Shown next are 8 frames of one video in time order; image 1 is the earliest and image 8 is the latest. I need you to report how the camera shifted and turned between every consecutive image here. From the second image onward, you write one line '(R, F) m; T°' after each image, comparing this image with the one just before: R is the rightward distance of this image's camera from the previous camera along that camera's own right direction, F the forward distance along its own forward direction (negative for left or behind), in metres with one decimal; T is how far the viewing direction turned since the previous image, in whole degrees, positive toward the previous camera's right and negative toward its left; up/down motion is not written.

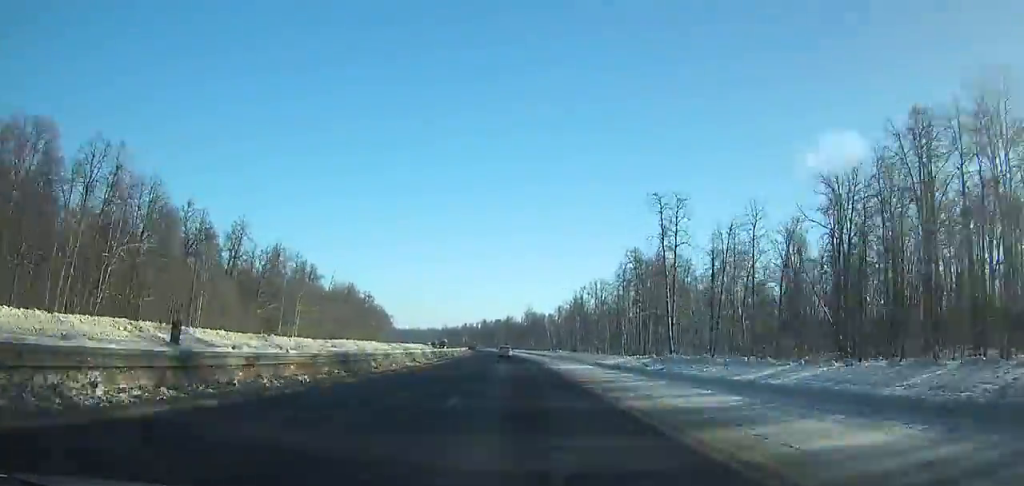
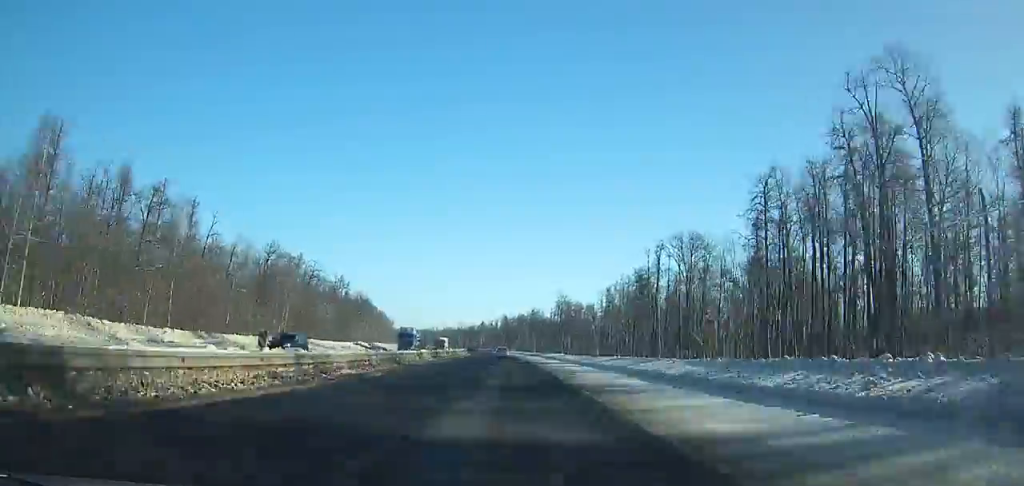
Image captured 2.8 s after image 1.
(-2.0, +80.0) m; -2°
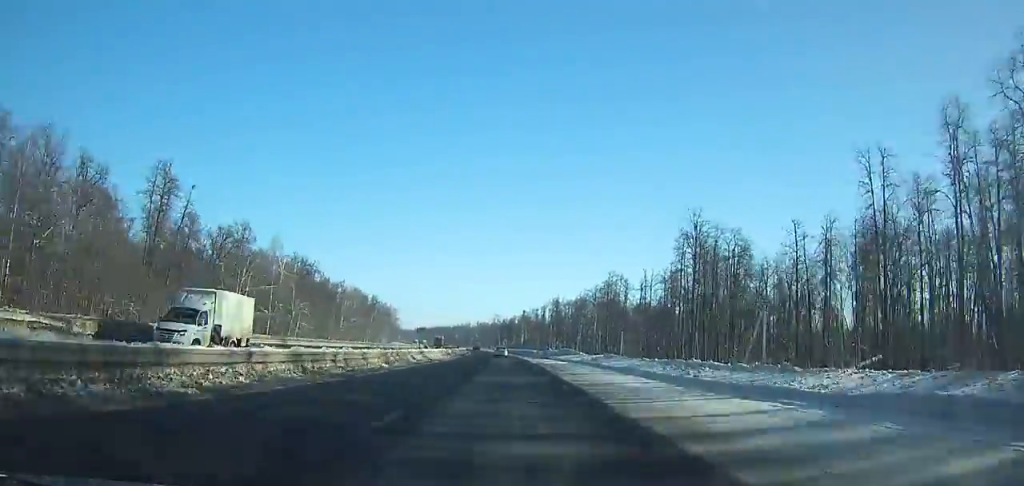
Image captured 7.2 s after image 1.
(-3.6, +129.2) m; -4°
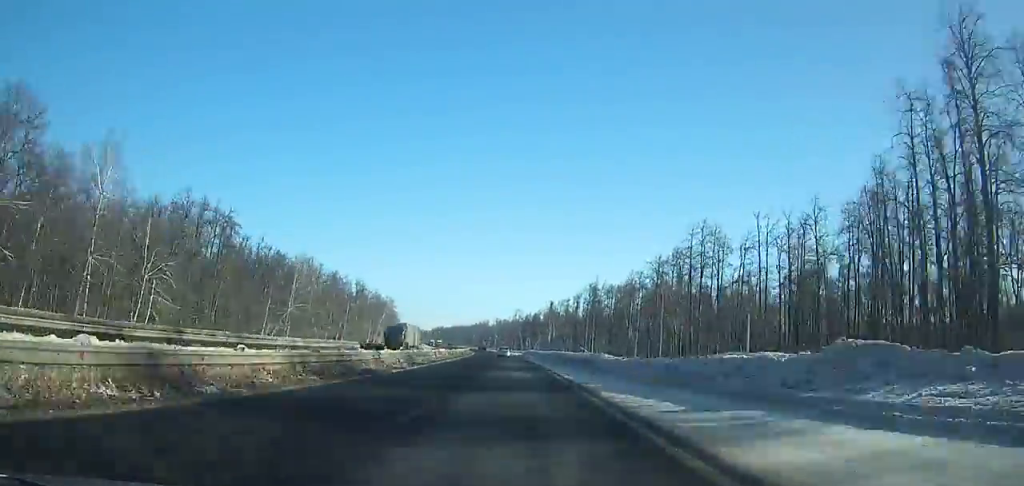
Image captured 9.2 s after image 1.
(-1.3, +59.6) m; -2°
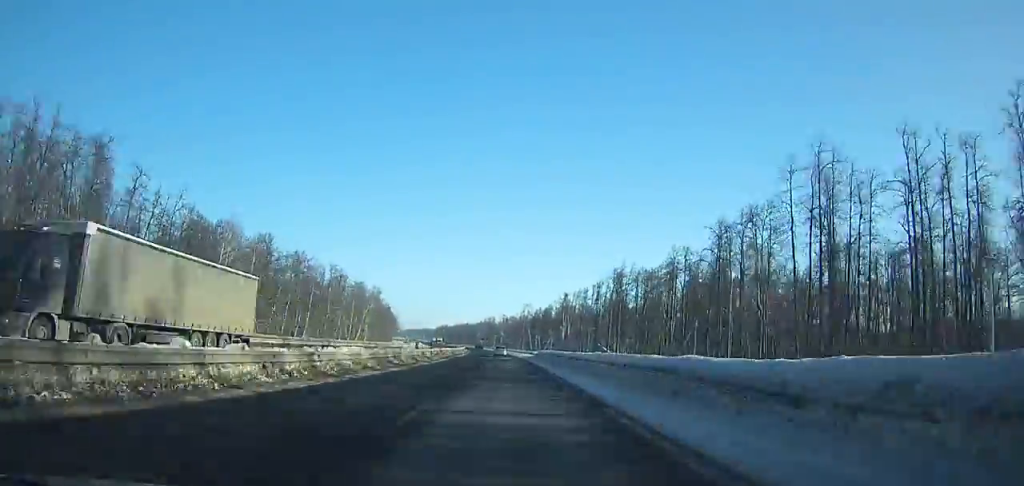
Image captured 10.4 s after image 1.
(-0.4, +36.0) m; -1°
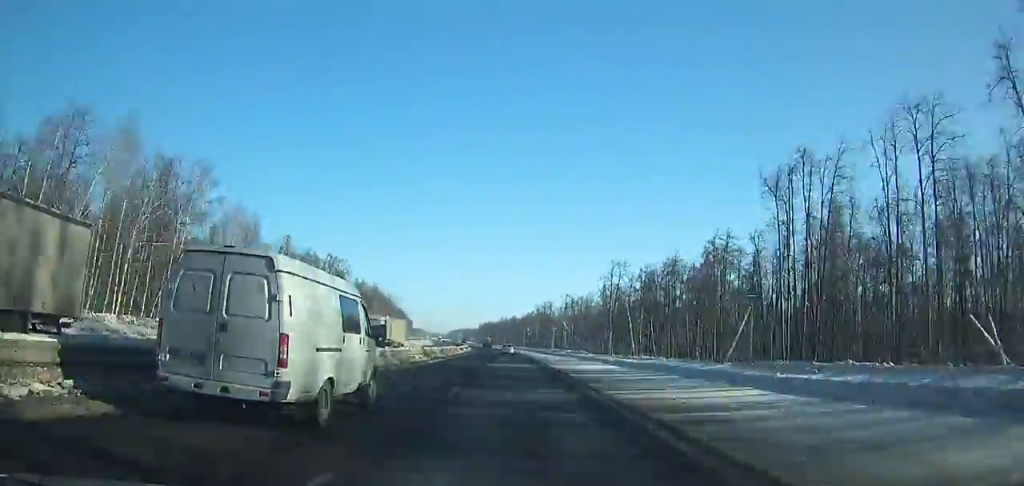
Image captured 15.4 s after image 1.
(-6.4, +149.9) m; -5°
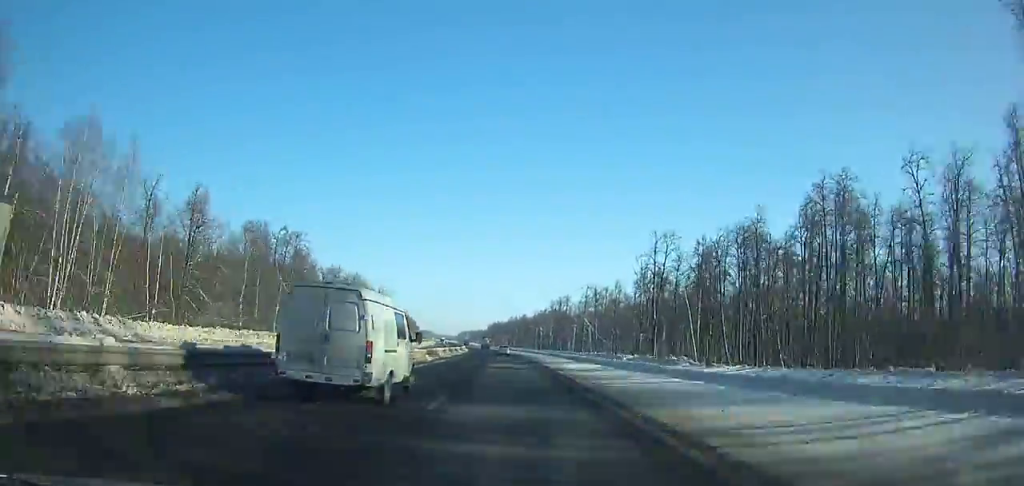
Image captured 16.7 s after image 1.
(0.0, +39.0) m; -2°
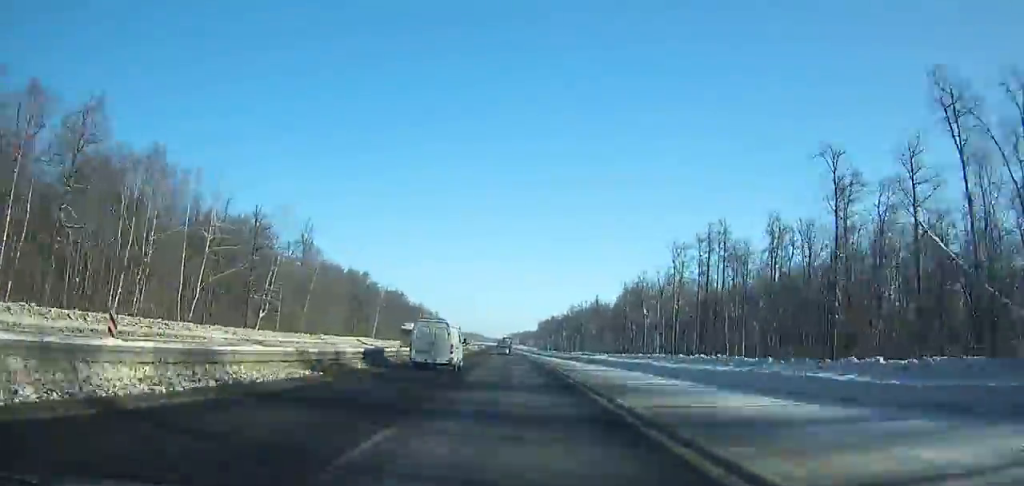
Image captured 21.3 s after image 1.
(-6.8, +137.5) m; -4°
